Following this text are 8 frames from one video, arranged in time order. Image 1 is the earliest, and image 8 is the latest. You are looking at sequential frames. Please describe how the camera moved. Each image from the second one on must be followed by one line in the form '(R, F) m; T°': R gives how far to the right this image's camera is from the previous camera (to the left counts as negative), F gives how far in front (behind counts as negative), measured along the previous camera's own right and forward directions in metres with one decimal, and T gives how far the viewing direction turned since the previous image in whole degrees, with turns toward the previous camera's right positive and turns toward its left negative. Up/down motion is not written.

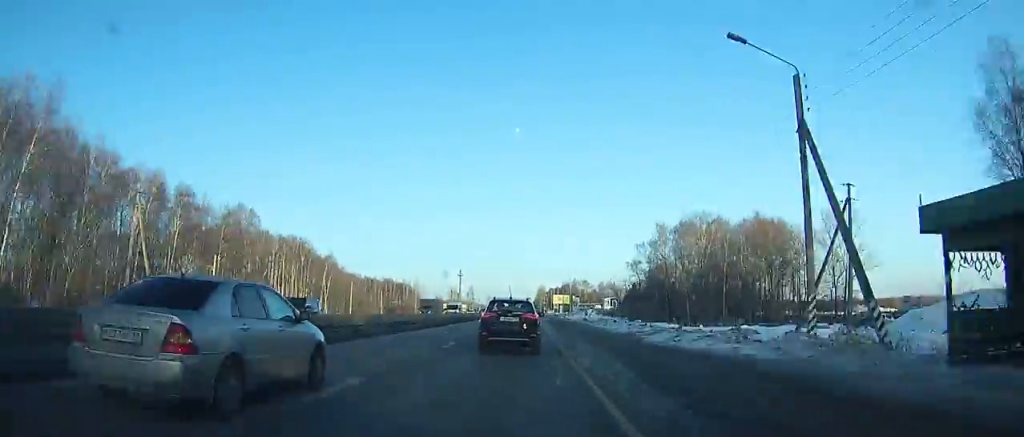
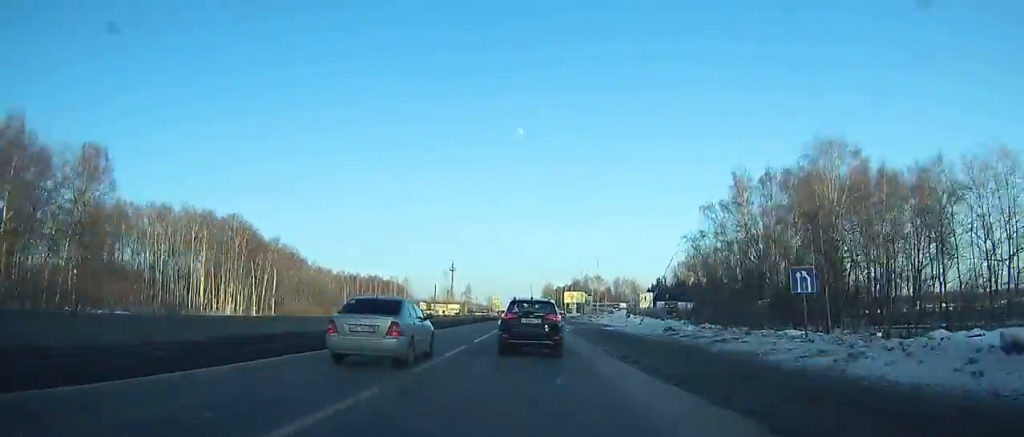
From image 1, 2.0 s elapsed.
(-0.3, +43.5) m; 0°
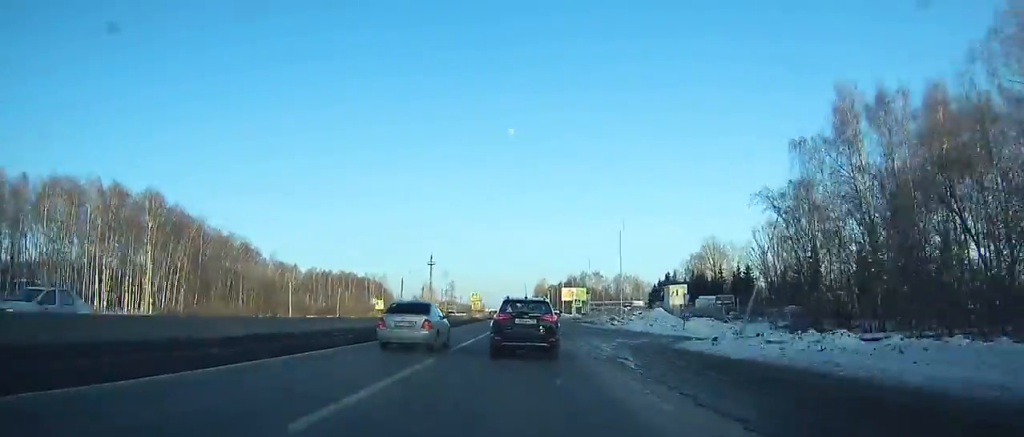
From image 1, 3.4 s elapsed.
(-0.1, +29.9) m; 0°
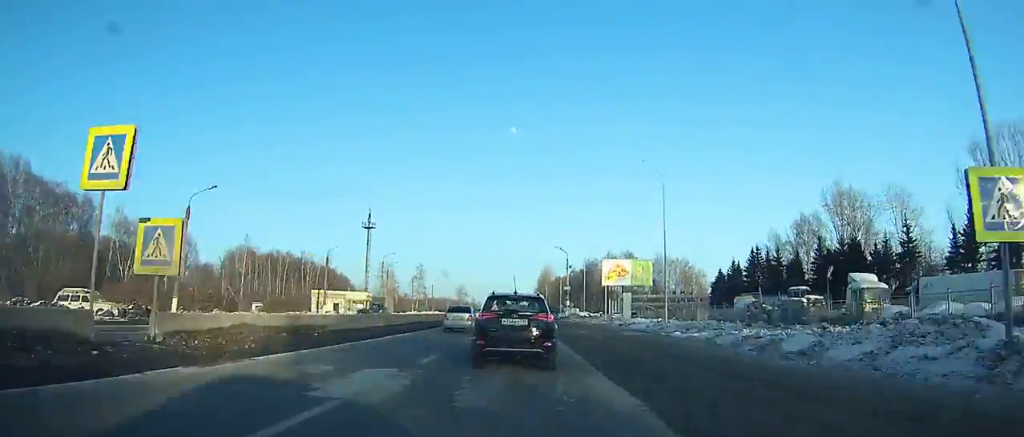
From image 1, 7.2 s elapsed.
(+0.5, +77.2) m; 0°
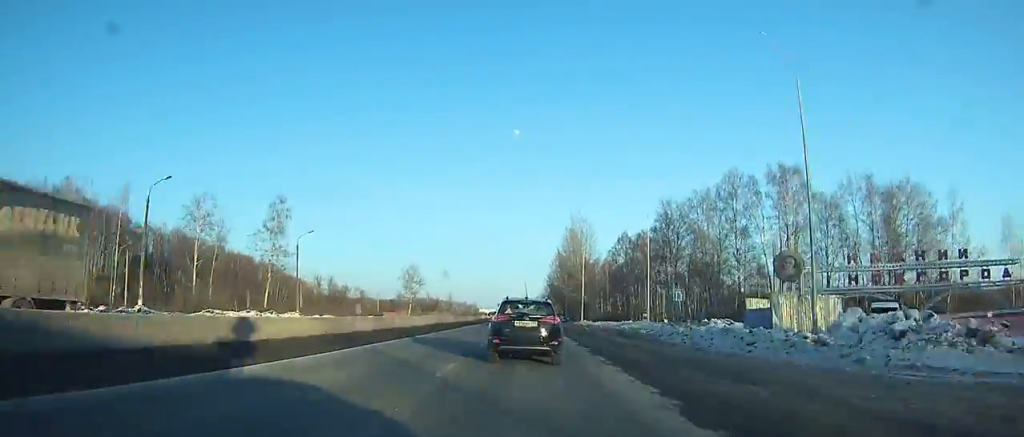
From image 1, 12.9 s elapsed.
(-0.7, +110.0) m; 0°
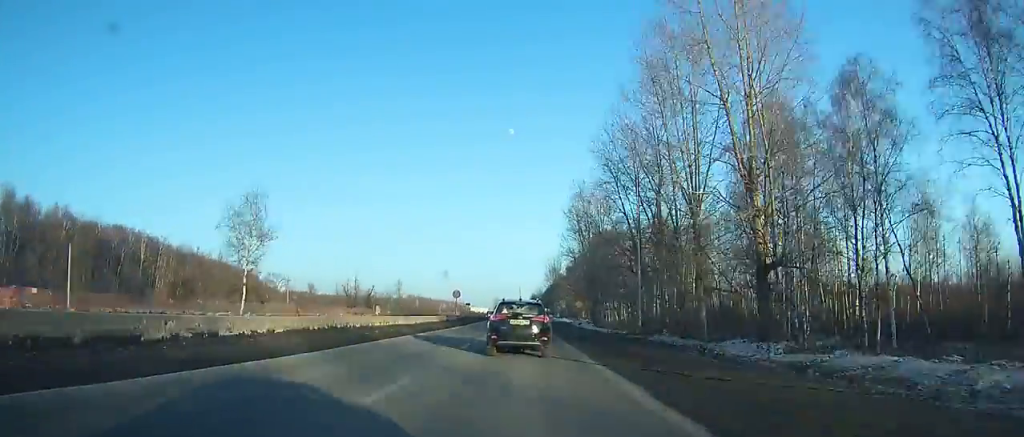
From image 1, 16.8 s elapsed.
(+1.1, +78.3) m; 0°
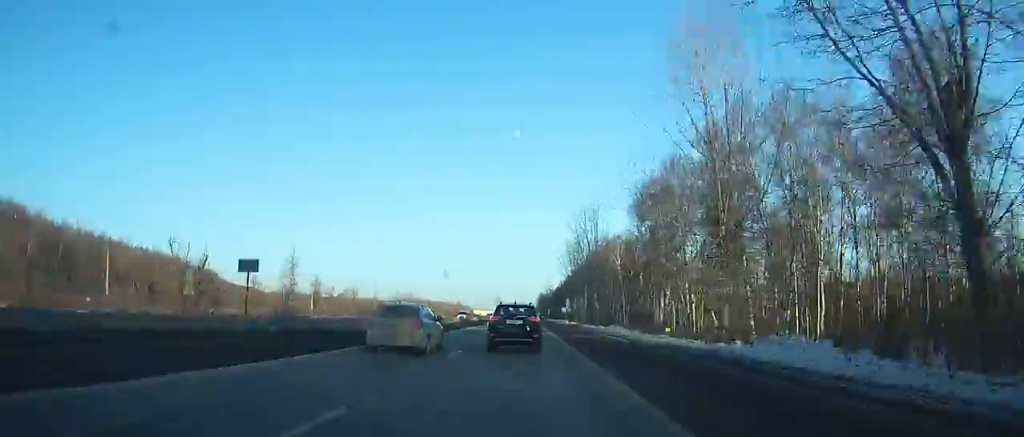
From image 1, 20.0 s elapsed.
(-0.8, +65.6) m; -1°
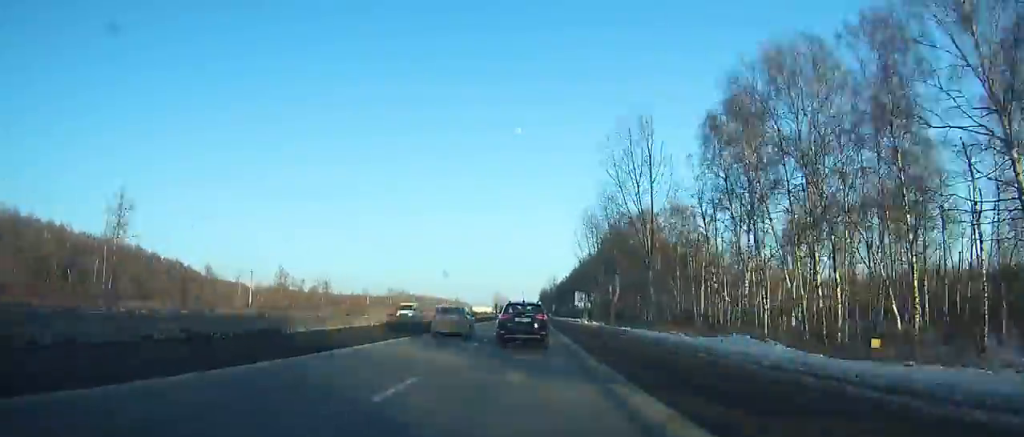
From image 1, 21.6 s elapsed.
(-0.1, +33.3) m; 0°
